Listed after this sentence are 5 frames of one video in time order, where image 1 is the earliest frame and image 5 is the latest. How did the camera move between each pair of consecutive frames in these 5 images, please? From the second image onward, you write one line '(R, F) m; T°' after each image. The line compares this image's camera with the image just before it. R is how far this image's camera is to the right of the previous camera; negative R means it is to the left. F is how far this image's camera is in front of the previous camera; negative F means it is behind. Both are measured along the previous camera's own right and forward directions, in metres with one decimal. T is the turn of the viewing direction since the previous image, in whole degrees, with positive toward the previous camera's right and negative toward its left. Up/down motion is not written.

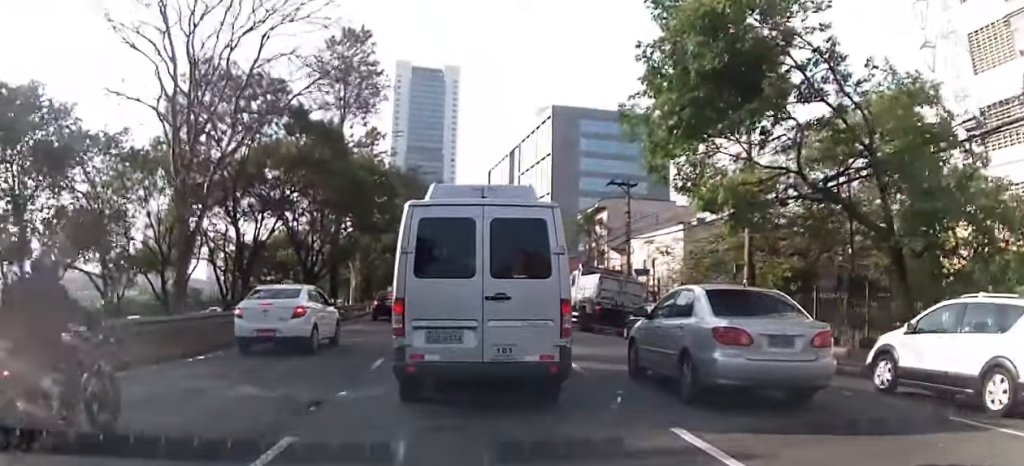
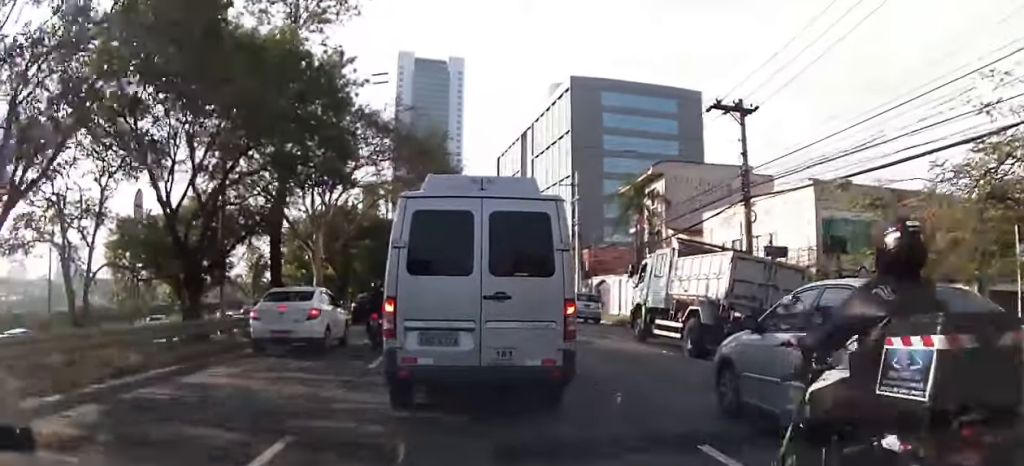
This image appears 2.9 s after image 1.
(+0.8, +16.4) m; -1°
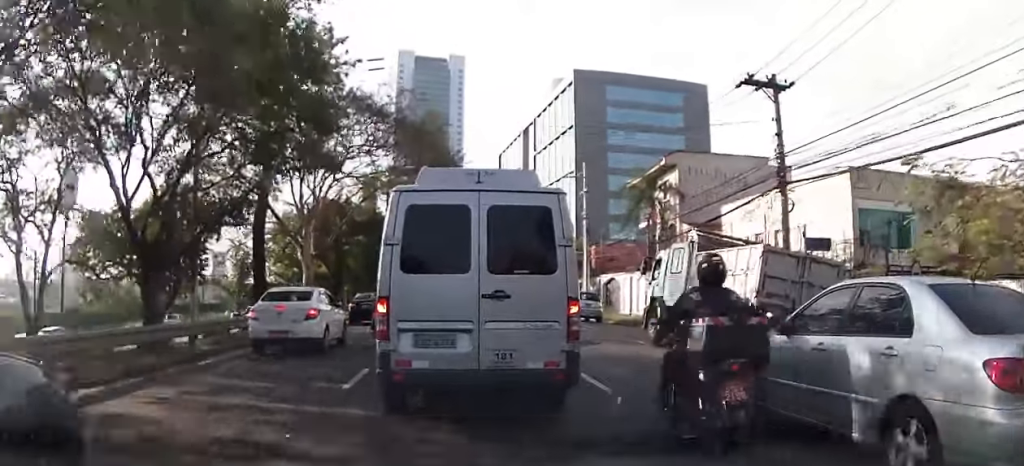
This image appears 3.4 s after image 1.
(+0.1, +2.9) m; -1°
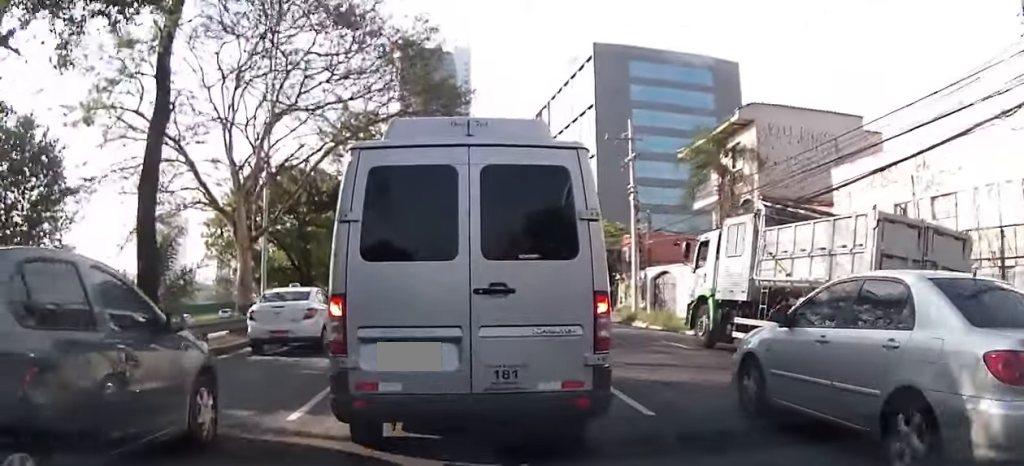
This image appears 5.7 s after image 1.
(-0.3, +12.1) m; +2°
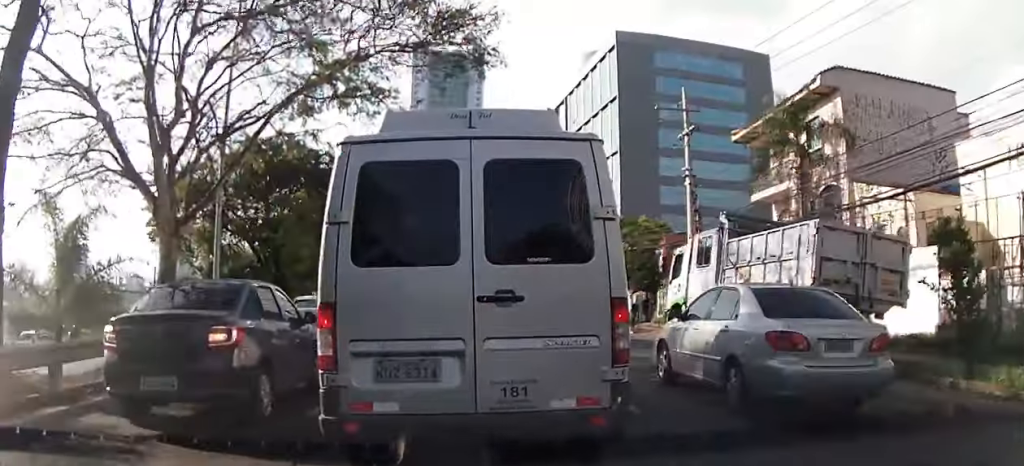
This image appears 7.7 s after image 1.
(+0.2, +7.5) m; -1°
